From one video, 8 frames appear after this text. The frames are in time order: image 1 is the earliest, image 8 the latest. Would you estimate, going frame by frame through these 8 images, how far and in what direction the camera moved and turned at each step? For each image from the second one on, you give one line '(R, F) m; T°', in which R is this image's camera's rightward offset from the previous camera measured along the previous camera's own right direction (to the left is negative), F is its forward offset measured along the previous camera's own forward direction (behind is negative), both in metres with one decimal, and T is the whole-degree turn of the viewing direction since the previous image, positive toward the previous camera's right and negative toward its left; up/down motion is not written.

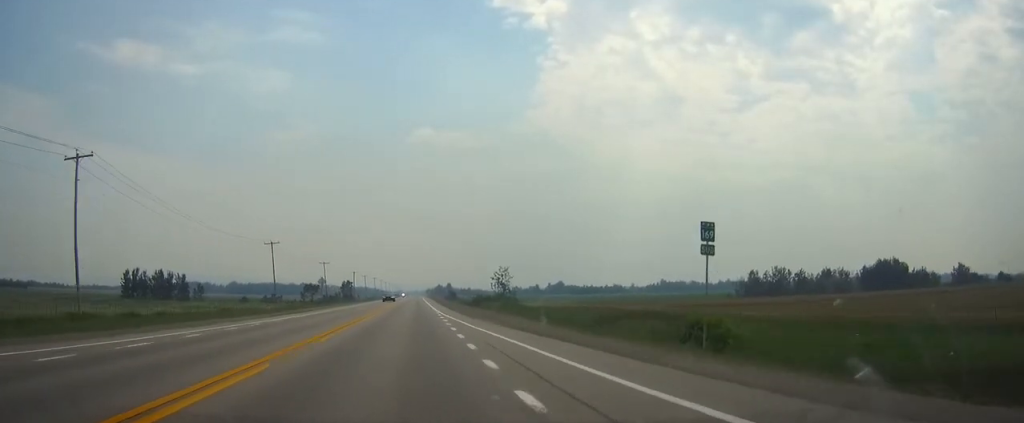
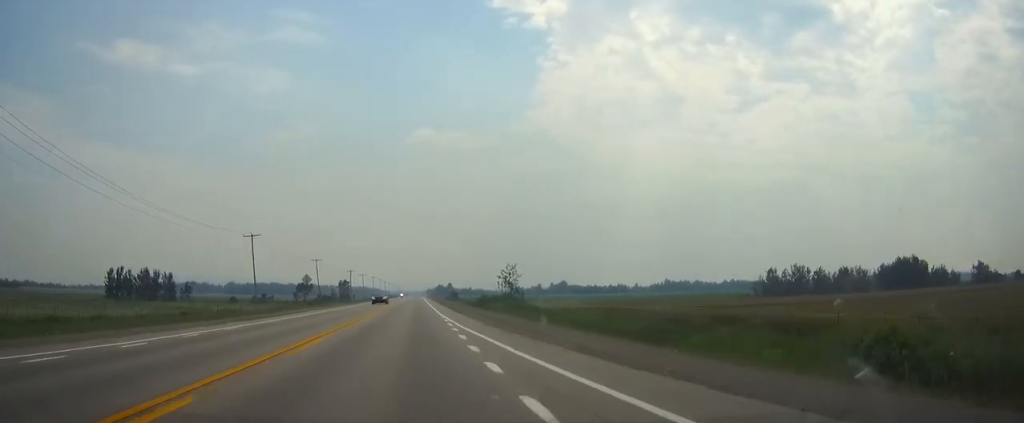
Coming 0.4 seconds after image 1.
(0.0, +12.5) m; 0°
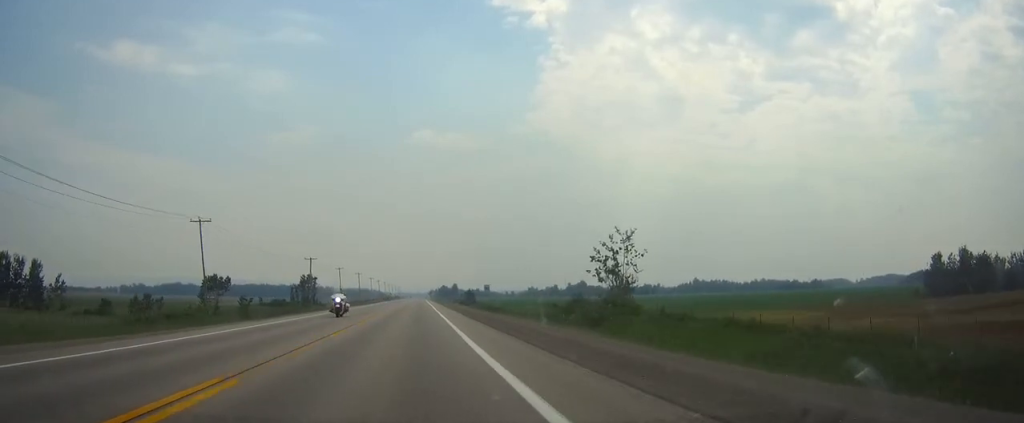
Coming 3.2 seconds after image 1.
(+0.3, +79.4) m; 0°
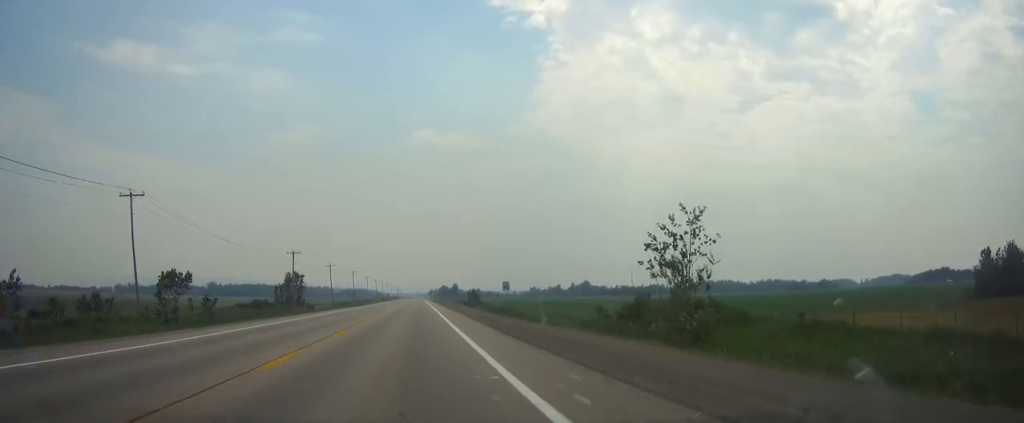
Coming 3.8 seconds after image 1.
(0.0, +17.3) m; 0°
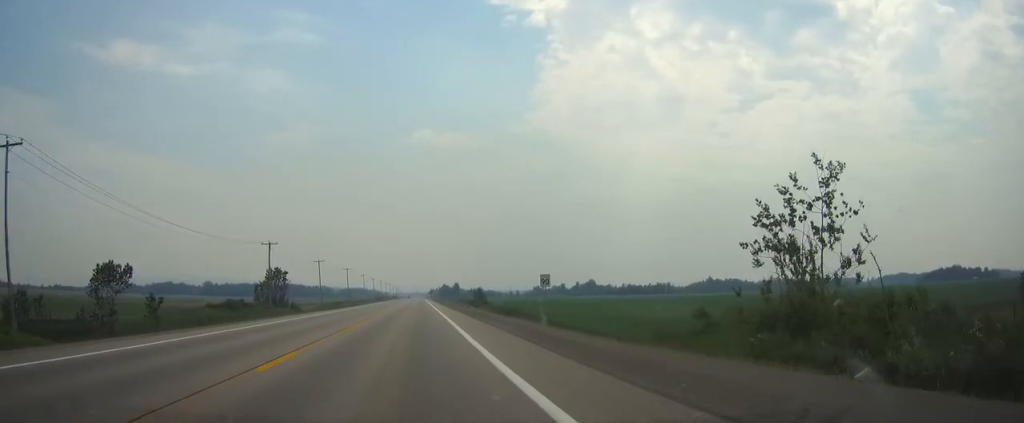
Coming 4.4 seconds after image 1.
(0.0, +18.4) m; 0°
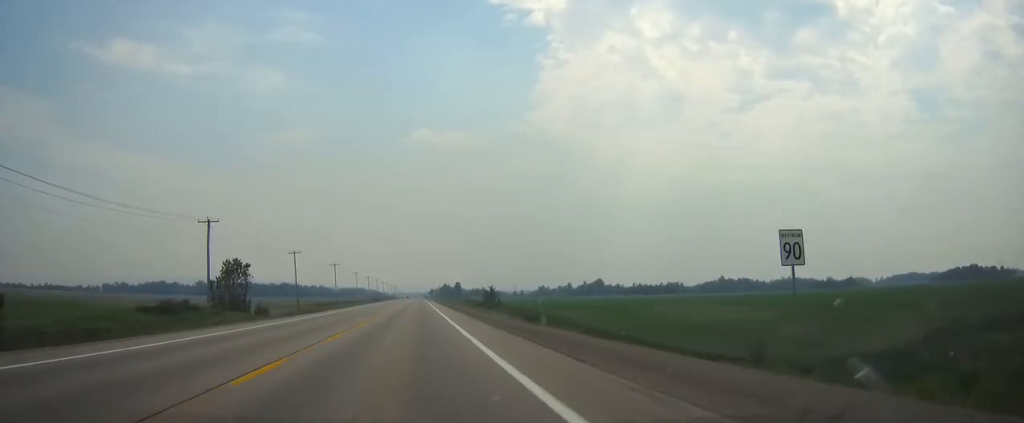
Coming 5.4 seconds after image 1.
(0.0, +28.1) m; 0°
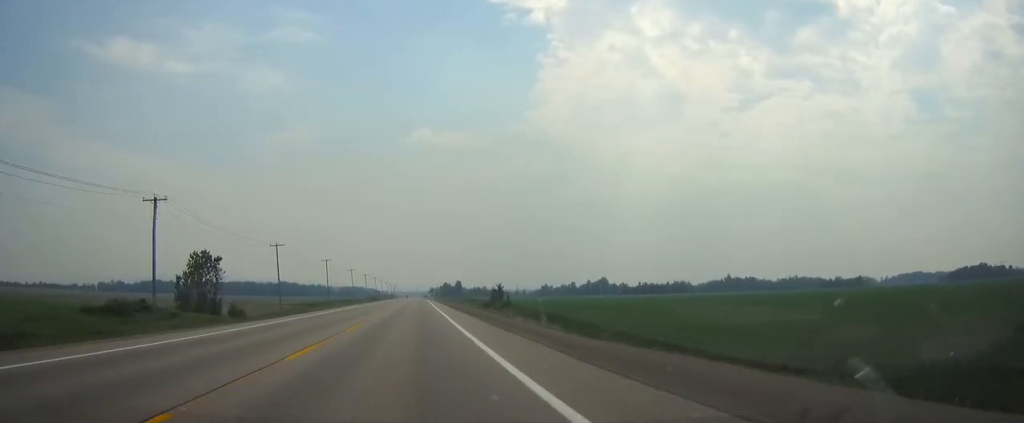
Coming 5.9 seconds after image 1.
(0.0, +14.6) m; 0°
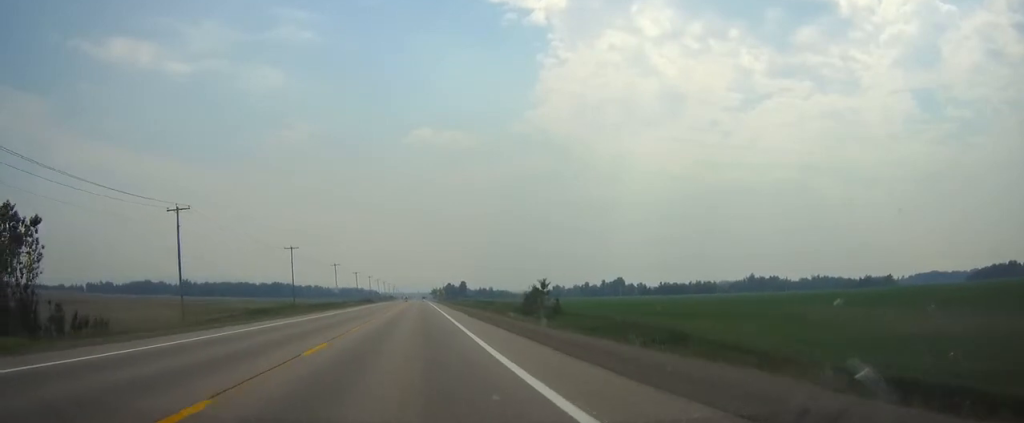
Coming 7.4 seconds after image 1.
(-0.1, +43.8) m; 0°
